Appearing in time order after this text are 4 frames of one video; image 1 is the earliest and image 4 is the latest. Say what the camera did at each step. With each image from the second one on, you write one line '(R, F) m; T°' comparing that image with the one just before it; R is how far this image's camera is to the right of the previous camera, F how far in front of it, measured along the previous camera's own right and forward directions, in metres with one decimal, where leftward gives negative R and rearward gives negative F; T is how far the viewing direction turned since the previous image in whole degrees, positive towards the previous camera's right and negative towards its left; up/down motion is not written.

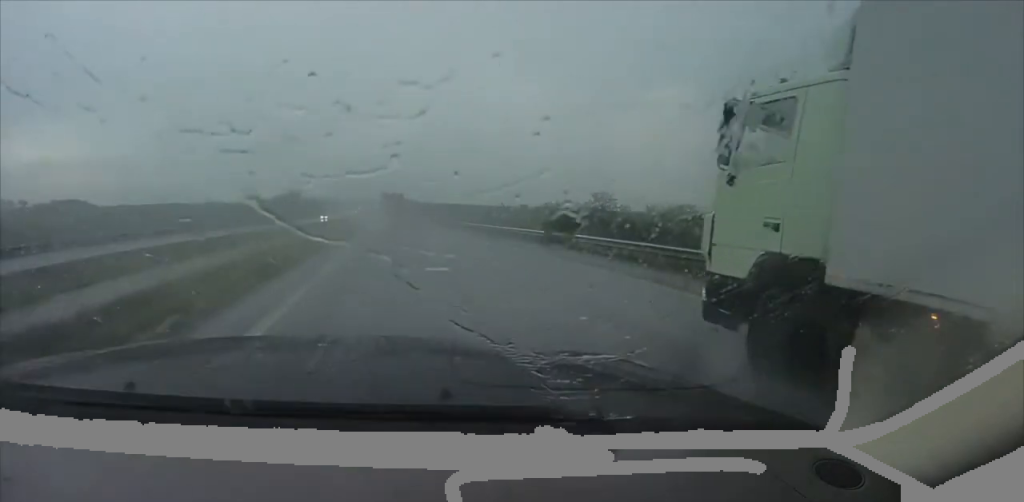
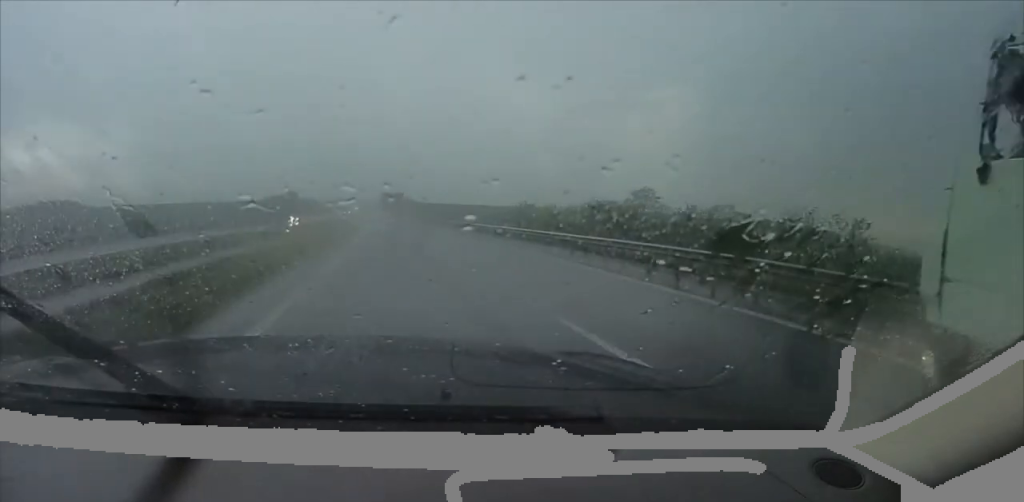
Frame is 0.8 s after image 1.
(0.0, +22.3) m; -1°
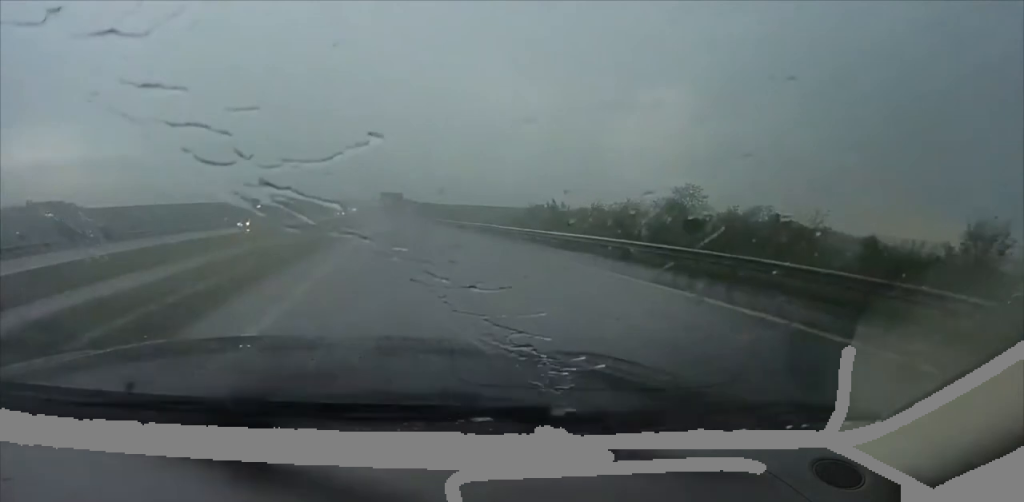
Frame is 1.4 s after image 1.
(-0.4, +16.7) m; 0°
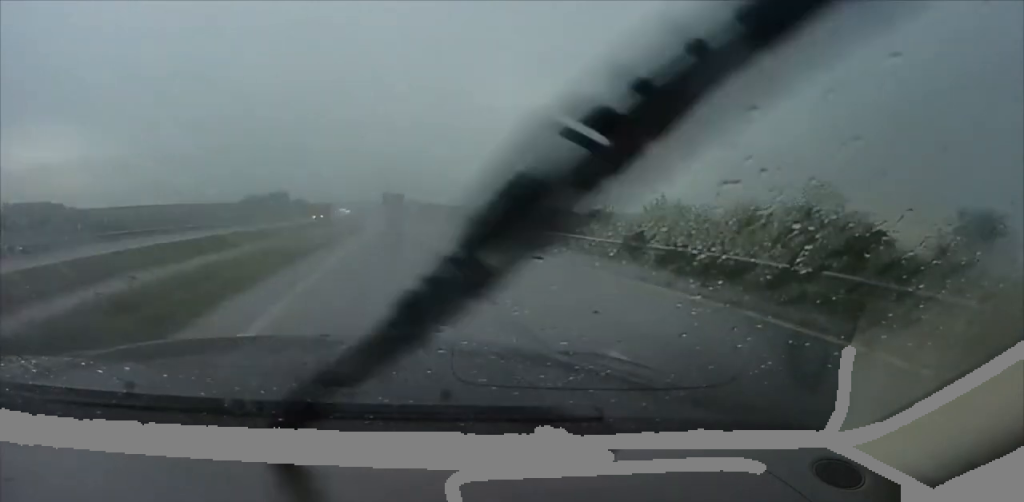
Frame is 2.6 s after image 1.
(+0.7, +32.3) m; 0°
